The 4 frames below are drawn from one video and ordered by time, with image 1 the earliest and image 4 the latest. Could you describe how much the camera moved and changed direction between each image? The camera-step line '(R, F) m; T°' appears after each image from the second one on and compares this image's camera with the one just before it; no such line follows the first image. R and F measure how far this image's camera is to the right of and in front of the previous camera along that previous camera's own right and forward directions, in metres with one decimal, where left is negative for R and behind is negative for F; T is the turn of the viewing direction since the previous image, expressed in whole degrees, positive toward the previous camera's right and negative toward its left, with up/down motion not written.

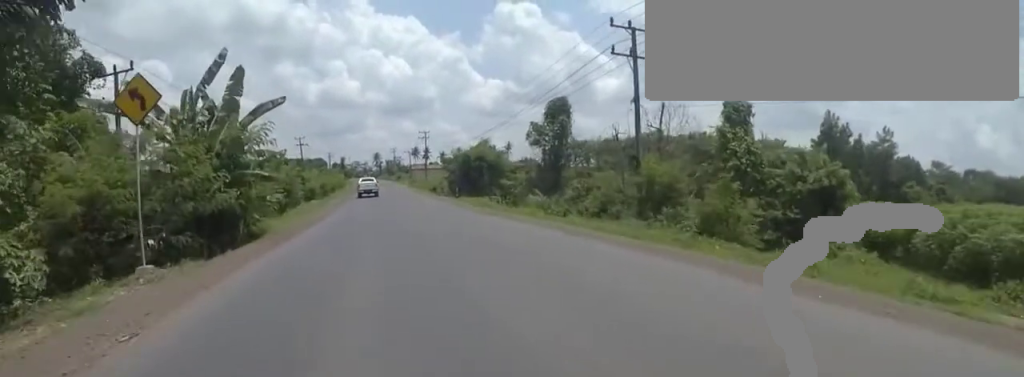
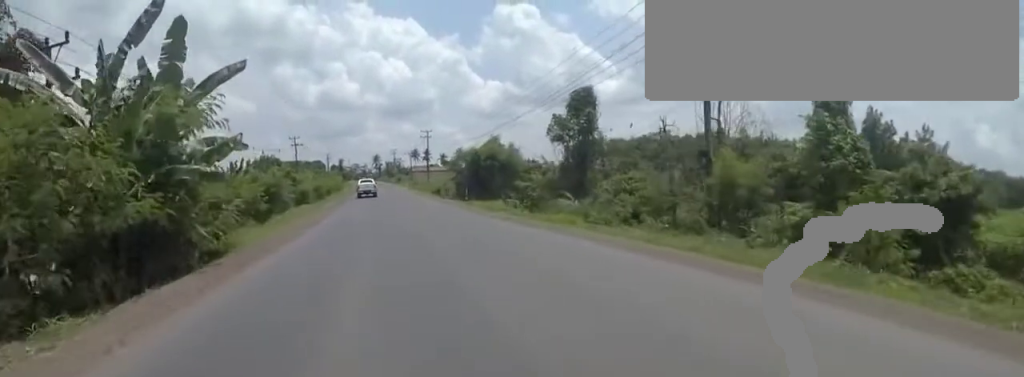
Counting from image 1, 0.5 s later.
(0.0, +5.0) m; 0°
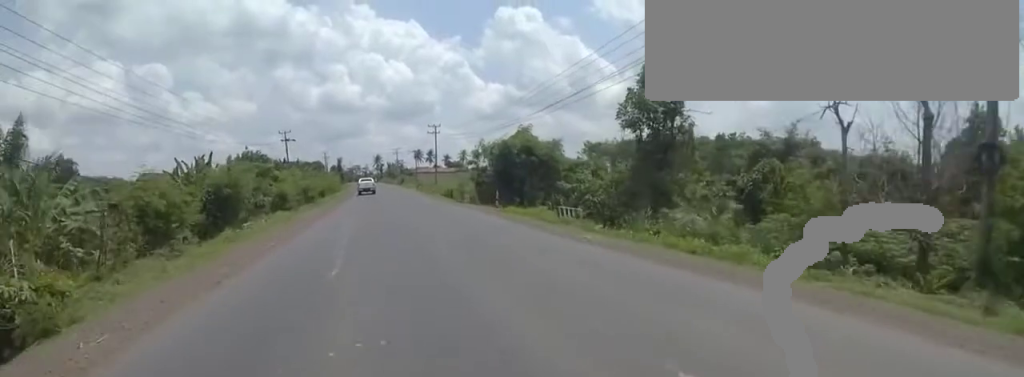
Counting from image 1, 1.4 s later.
(0.0, +9.9) m; 0°
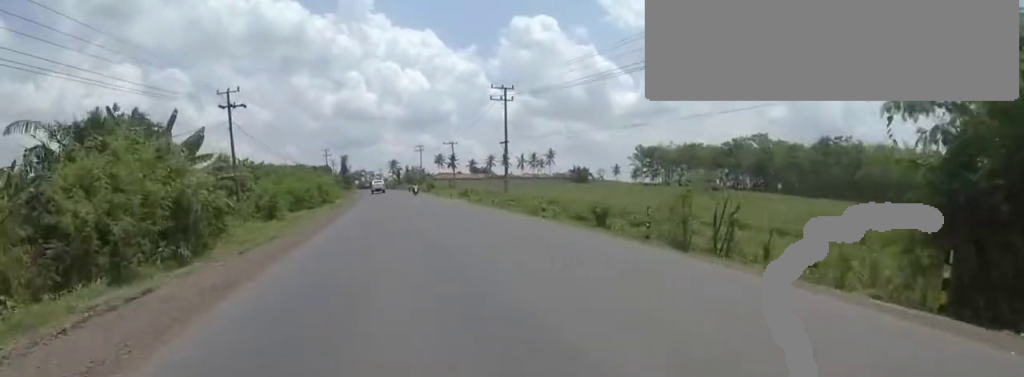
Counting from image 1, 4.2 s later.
(+1.6, +34.1) m; +1°
